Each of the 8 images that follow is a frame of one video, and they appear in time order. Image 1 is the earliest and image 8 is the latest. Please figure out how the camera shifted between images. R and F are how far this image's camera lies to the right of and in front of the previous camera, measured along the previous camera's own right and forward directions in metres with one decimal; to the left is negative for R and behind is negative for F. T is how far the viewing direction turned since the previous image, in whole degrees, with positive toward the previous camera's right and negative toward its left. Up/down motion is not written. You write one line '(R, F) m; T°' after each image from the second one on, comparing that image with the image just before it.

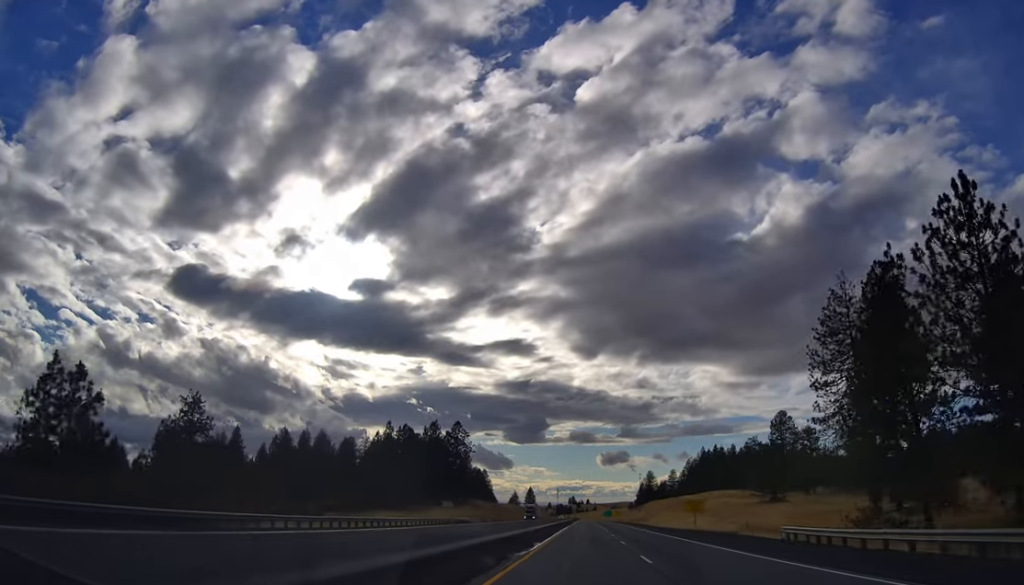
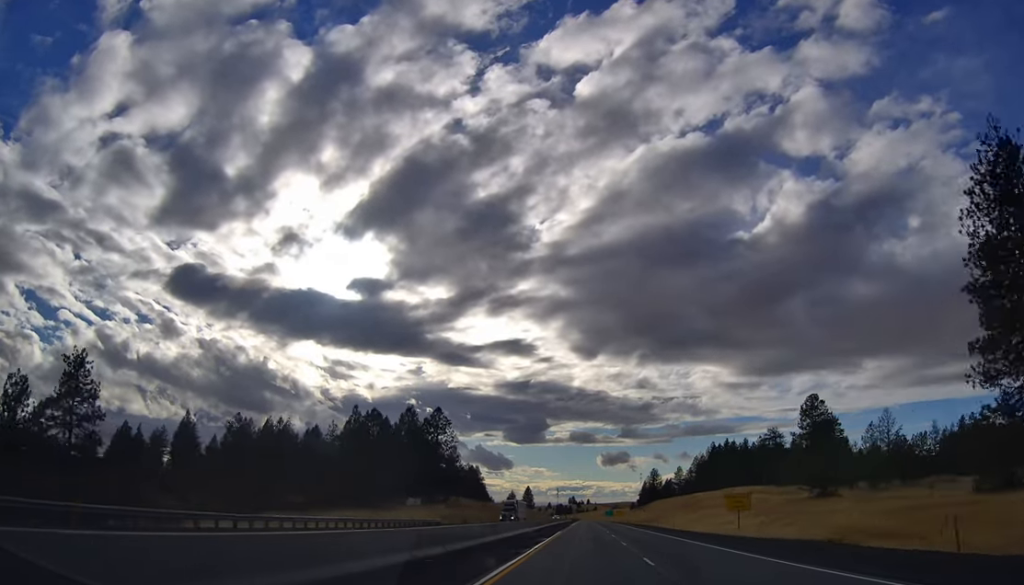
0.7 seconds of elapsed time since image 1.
(-0.1, +25.6) m; 0°
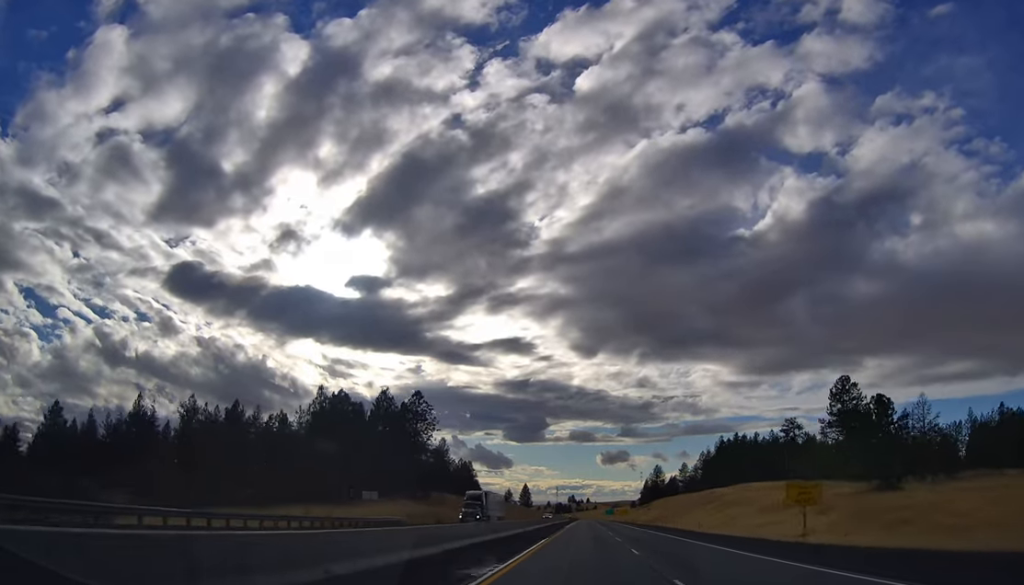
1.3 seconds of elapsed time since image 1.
(-0.2, +19.8) m; 0°
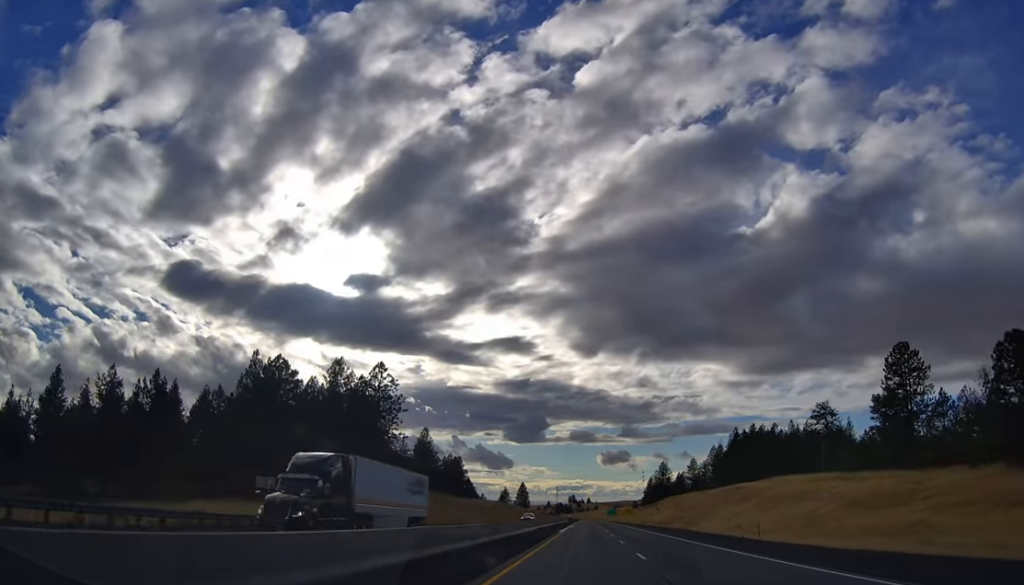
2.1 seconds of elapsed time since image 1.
(+0.3, +26.8) m; 0°
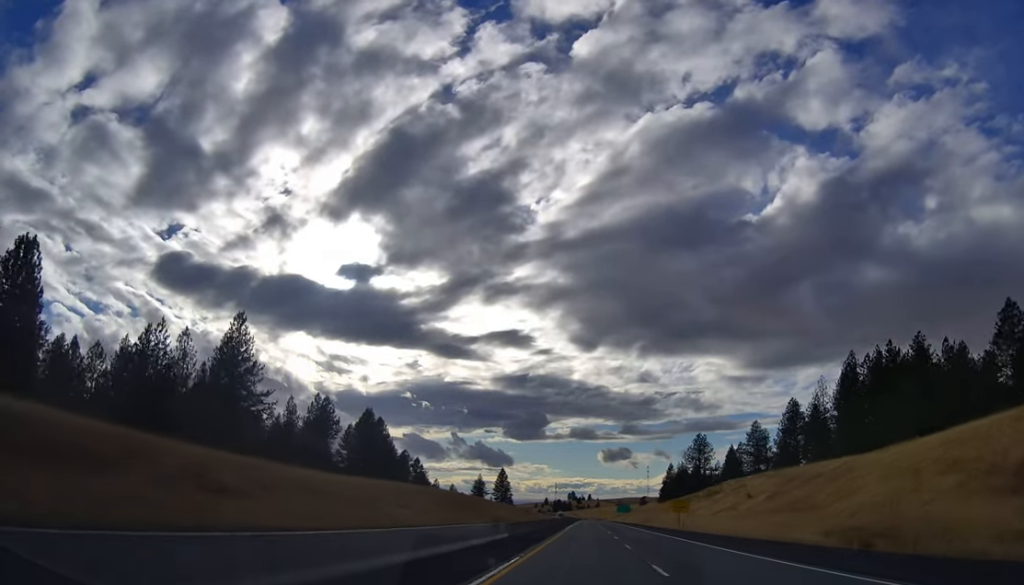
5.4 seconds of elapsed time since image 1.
(-0.3, +116.7) m; 0°
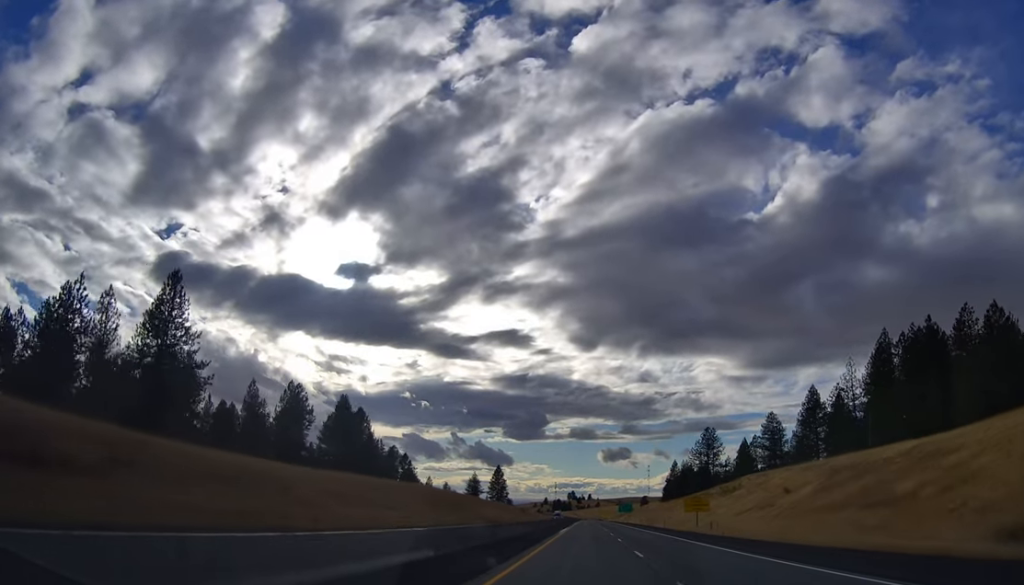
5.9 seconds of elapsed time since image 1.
(0.0, +17.6) m; -1°
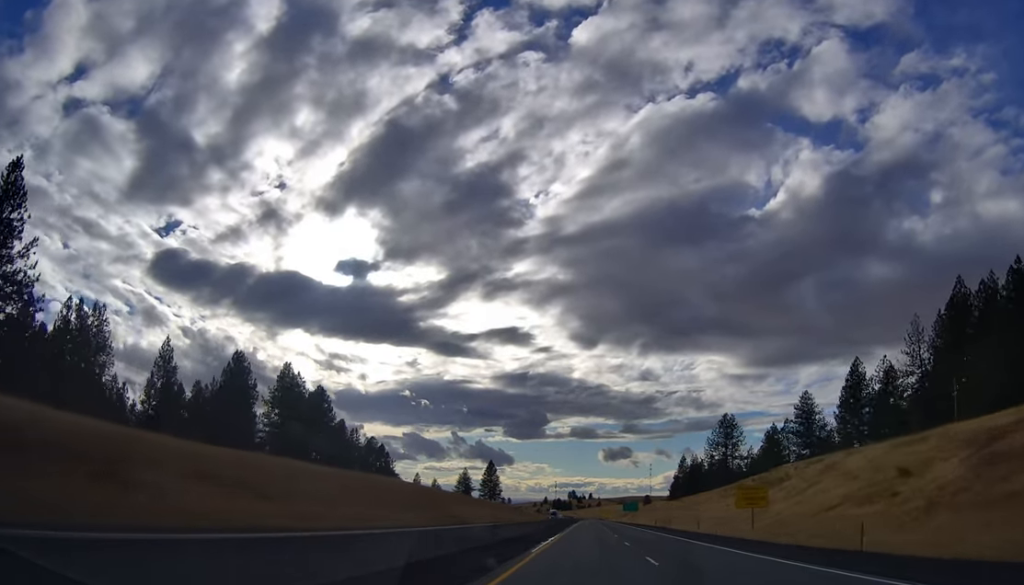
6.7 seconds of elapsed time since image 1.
(-0.2, +29.4) m; -1°
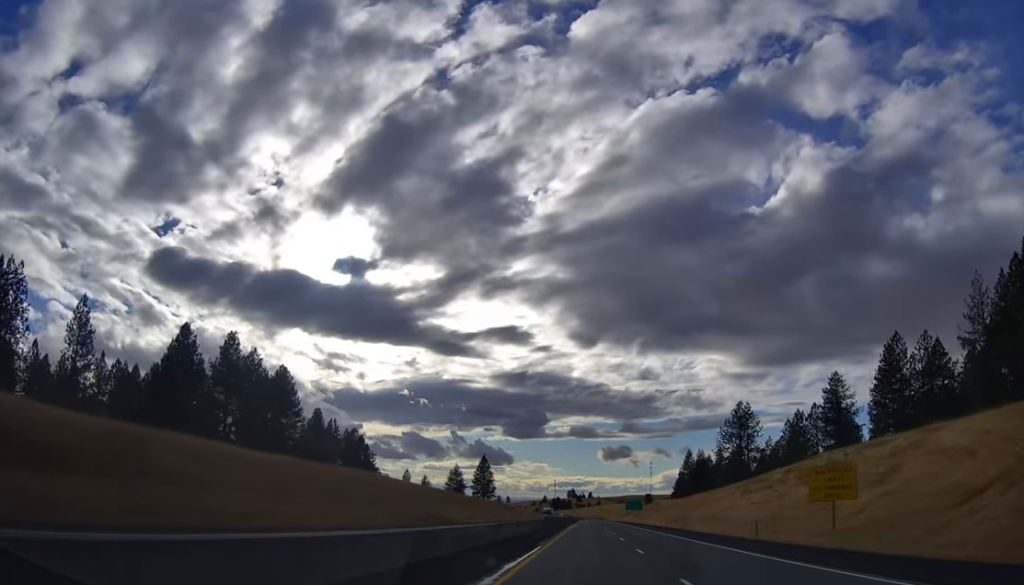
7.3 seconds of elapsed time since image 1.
(-0.6, +20.0) m; 0°
